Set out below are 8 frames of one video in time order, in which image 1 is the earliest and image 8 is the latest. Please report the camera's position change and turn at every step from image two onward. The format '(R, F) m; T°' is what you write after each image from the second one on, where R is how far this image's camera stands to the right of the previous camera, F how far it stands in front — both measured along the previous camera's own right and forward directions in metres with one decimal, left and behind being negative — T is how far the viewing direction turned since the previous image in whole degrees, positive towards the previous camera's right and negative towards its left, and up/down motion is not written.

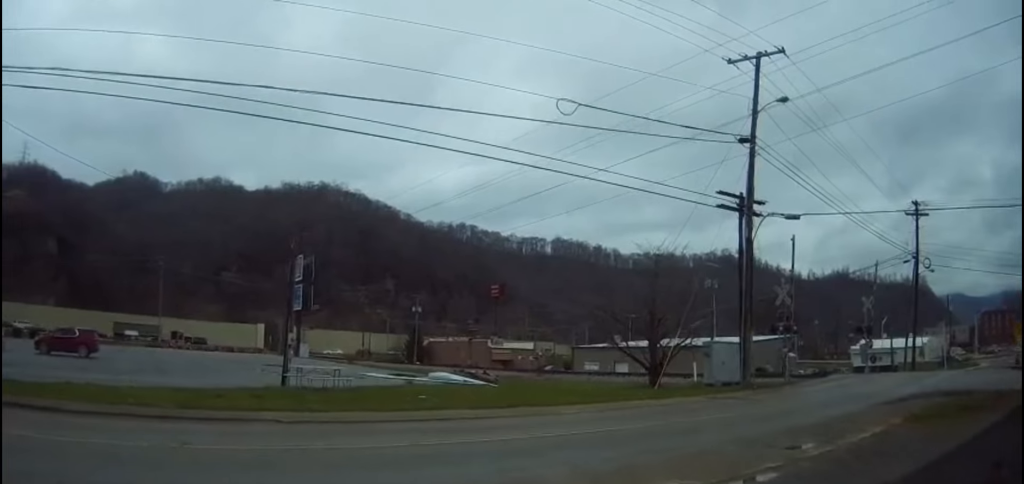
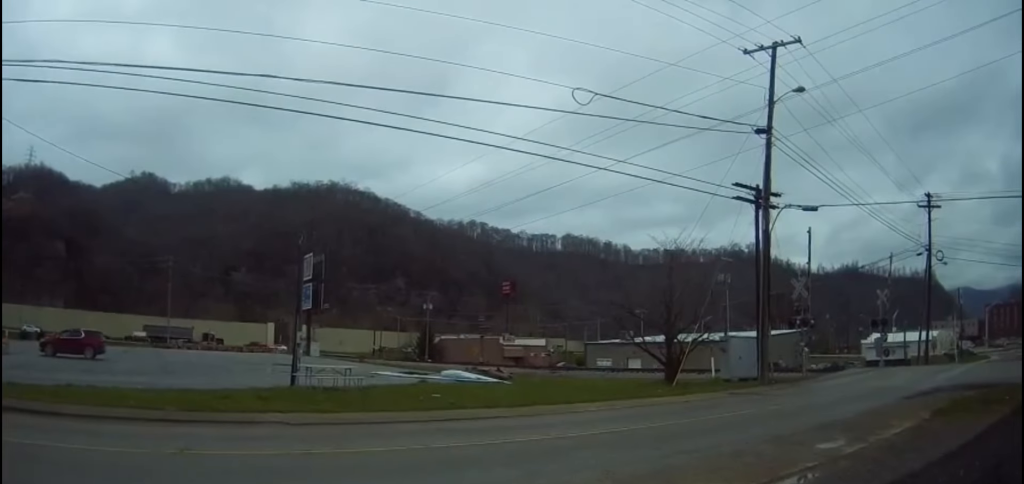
(0.0, +0.9) m; 0°
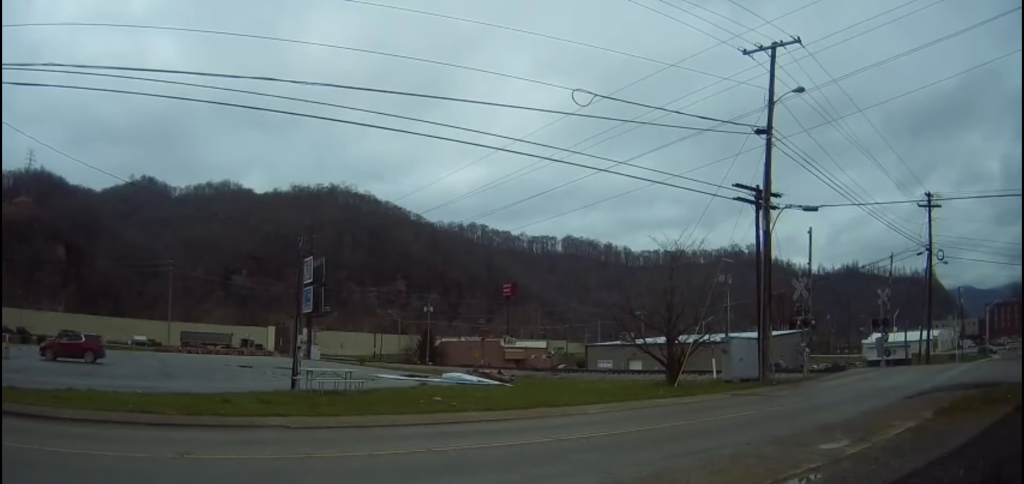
(0.0, +0.5) m; 0°
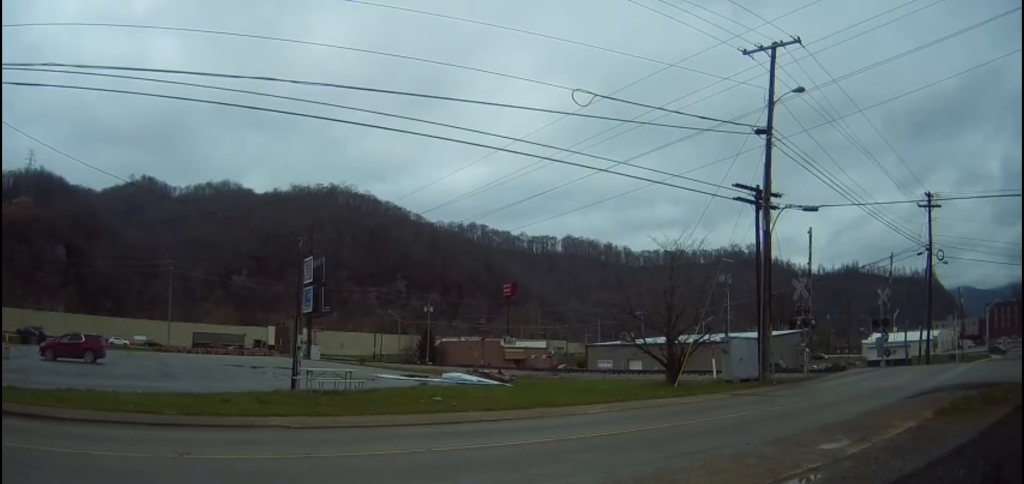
(0.0, 0.0) m; 0°
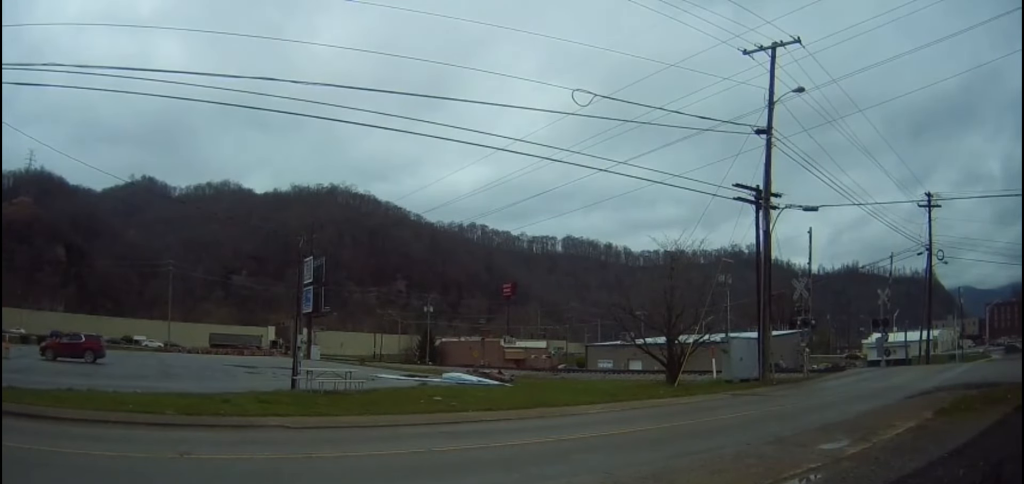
(0.0, 0.0) m; 0°
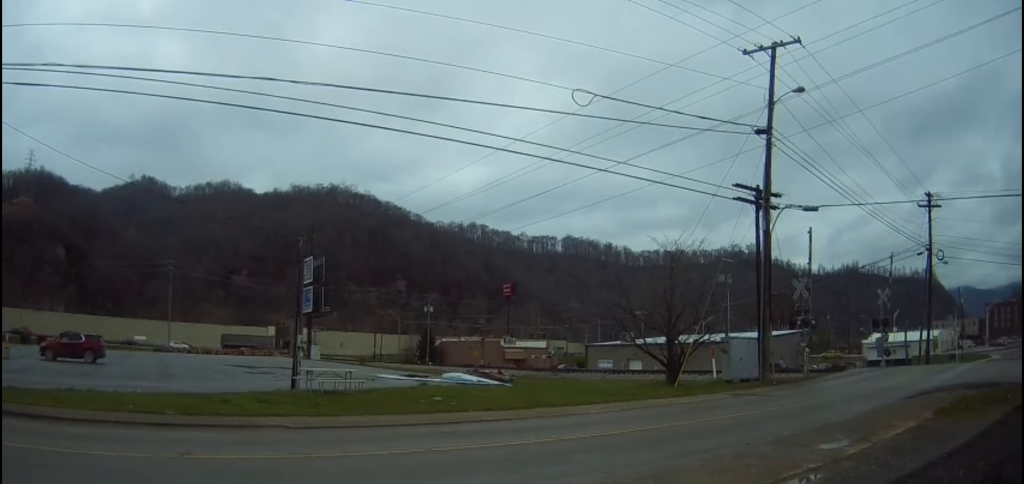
(0.0, 0.0) m; 0°
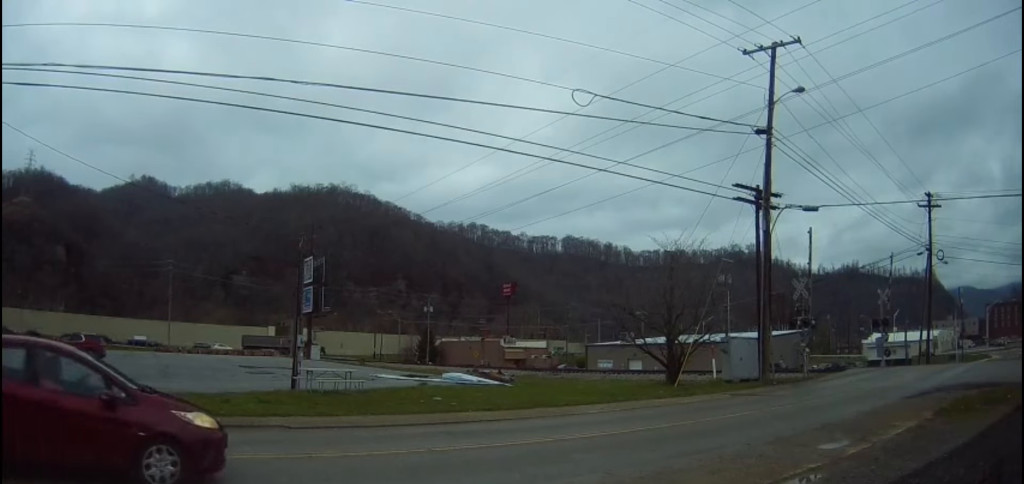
(0.0, 0.0) m; 0°
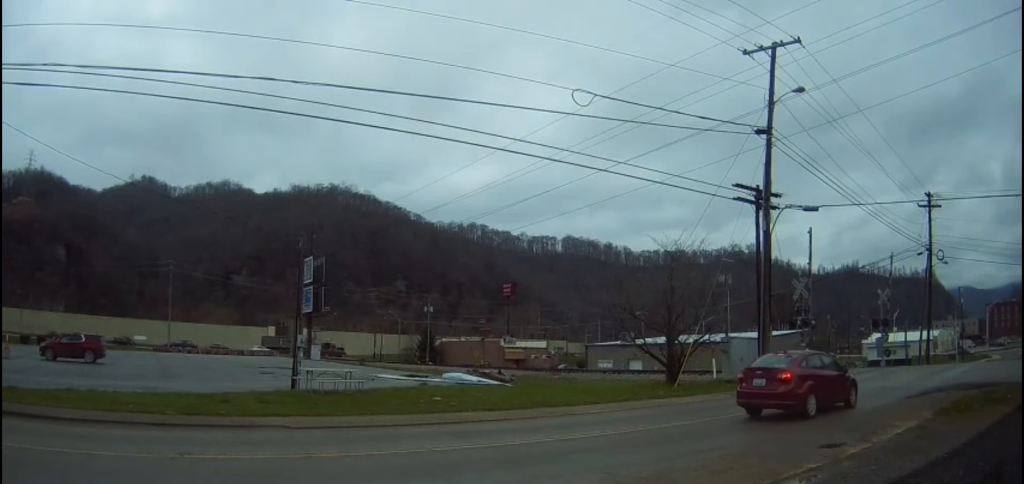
(0.0, 0.0) m; 0°
